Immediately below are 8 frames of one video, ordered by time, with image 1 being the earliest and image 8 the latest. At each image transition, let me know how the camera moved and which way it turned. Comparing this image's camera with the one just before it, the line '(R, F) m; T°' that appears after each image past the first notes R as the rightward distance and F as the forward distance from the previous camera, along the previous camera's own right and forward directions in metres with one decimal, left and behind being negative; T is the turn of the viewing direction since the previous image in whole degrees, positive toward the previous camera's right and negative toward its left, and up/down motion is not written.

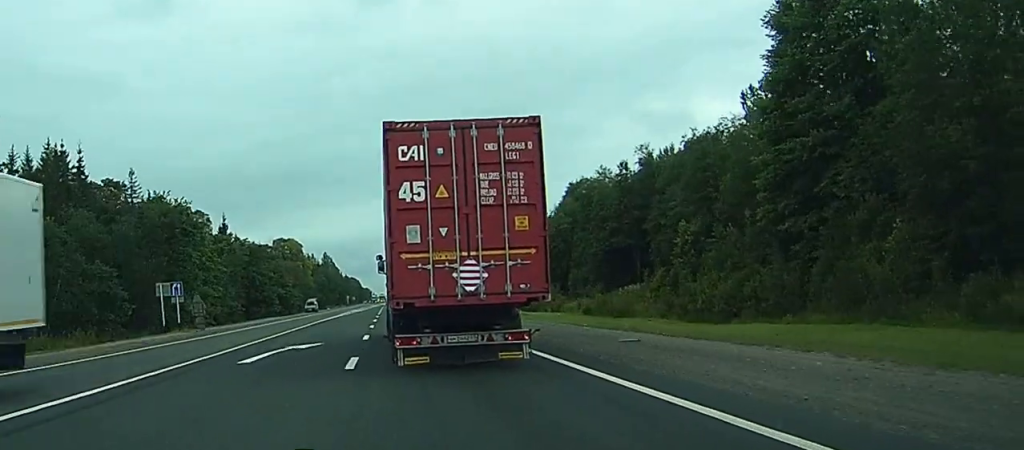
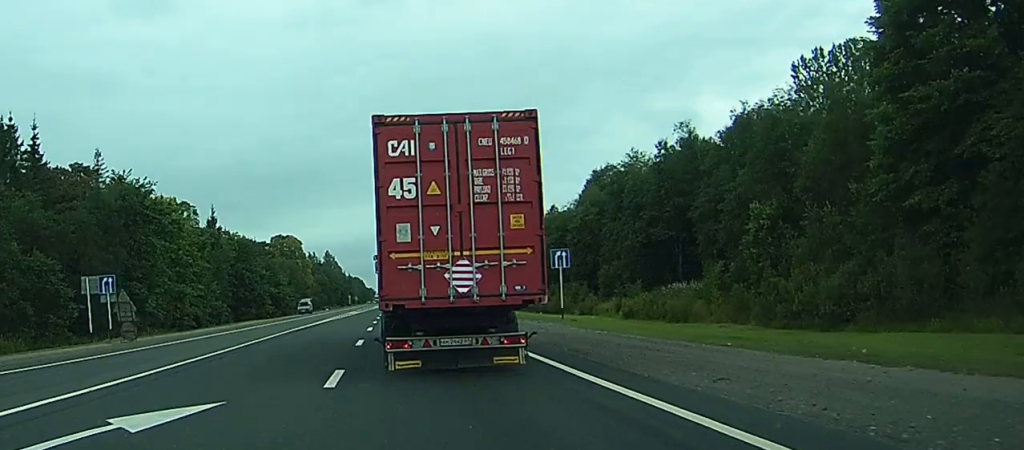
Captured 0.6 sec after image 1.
(0.0, +15.5) m; 0°
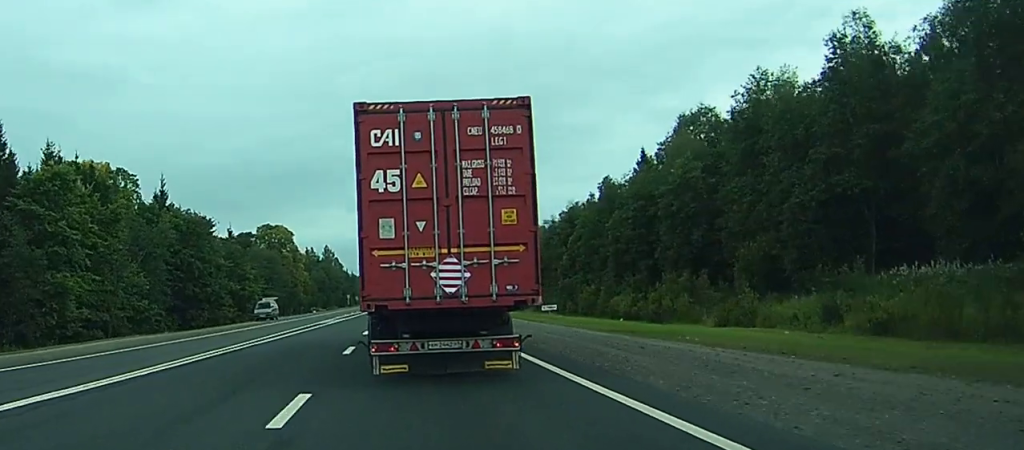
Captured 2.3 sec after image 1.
(0.0, +40.6) m; 0°
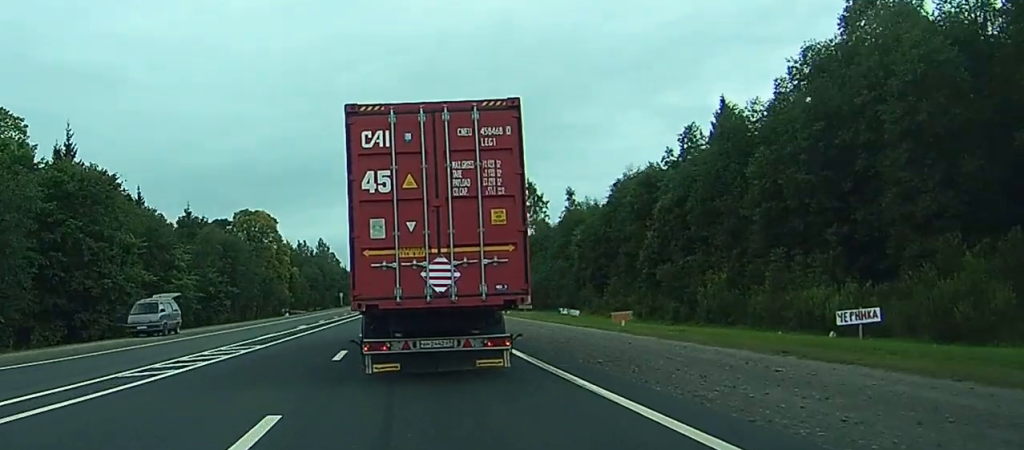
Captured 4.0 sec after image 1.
(-0.3, +38.9) m; -1°
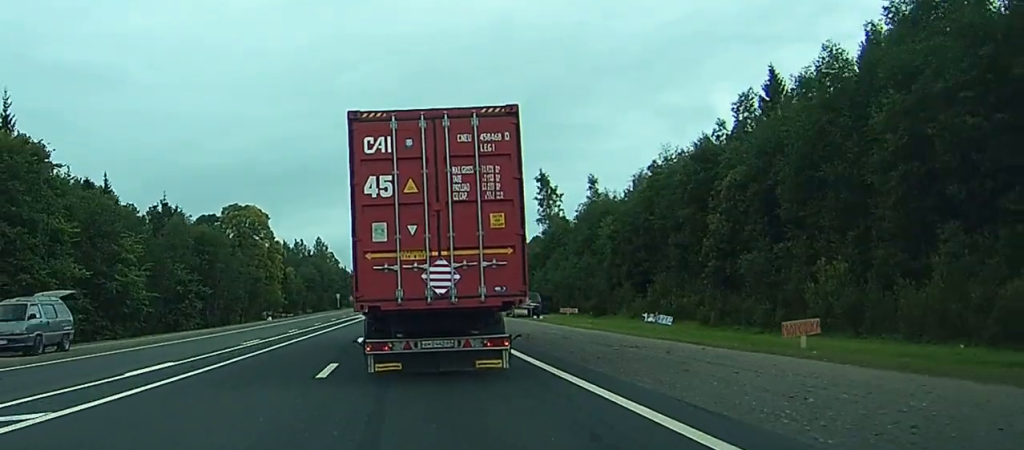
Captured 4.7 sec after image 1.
(0.0, +16.1) m; 0°
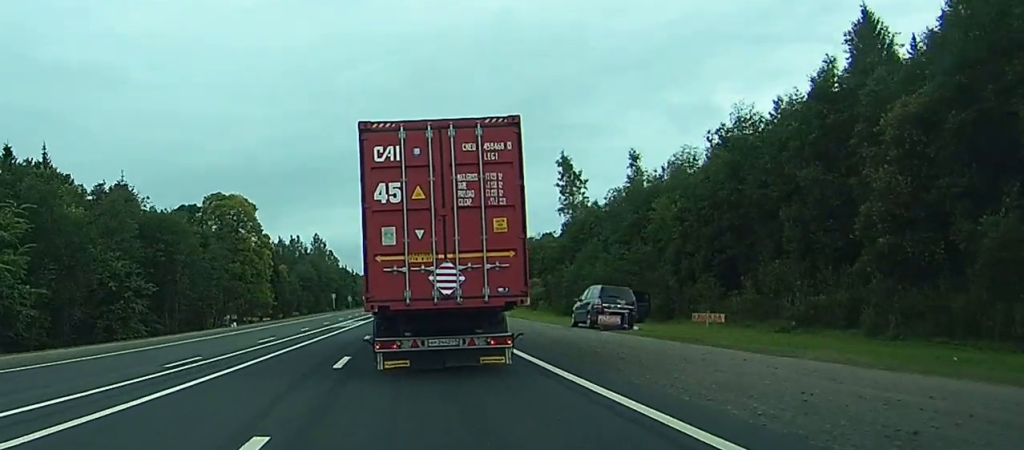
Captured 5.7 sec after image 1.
(-0.1, +21.9) m; 0°
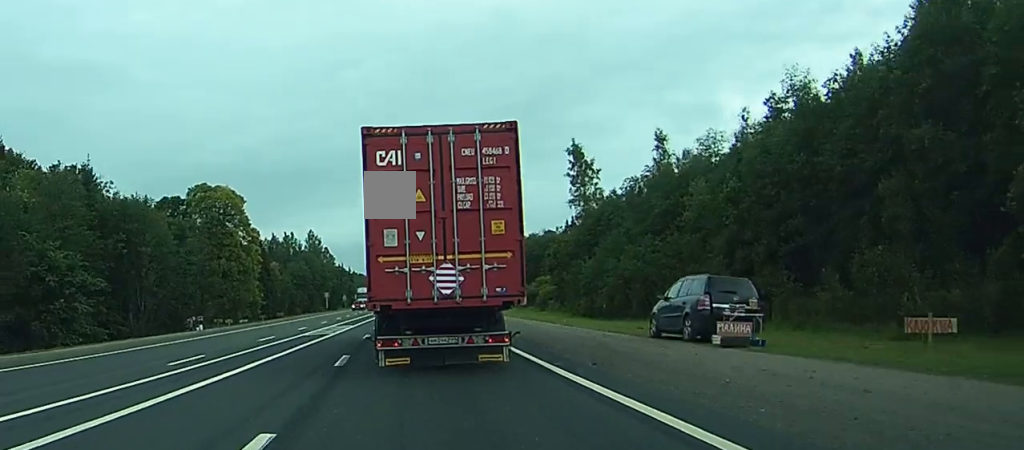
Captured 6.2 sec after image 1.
(0.0, +11.9) m; 0°
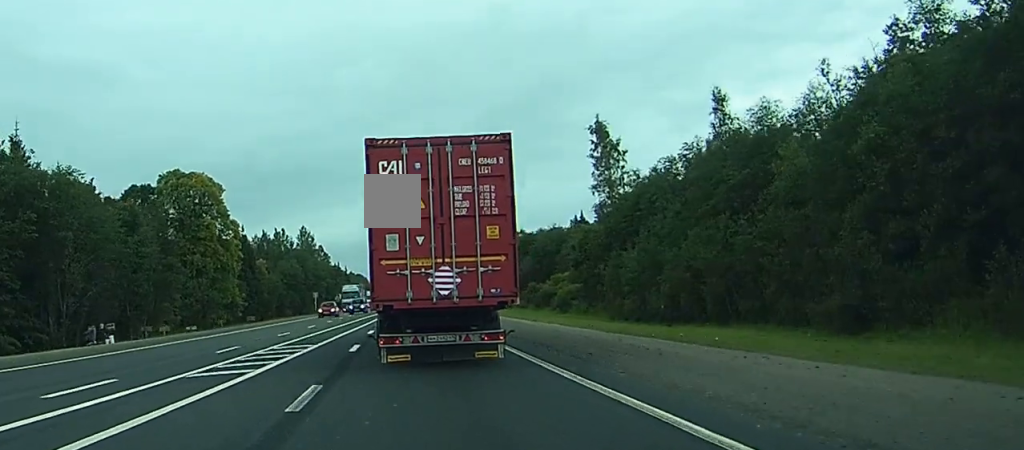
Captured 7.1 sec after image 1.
(0.0, +19.3) m; 0°
